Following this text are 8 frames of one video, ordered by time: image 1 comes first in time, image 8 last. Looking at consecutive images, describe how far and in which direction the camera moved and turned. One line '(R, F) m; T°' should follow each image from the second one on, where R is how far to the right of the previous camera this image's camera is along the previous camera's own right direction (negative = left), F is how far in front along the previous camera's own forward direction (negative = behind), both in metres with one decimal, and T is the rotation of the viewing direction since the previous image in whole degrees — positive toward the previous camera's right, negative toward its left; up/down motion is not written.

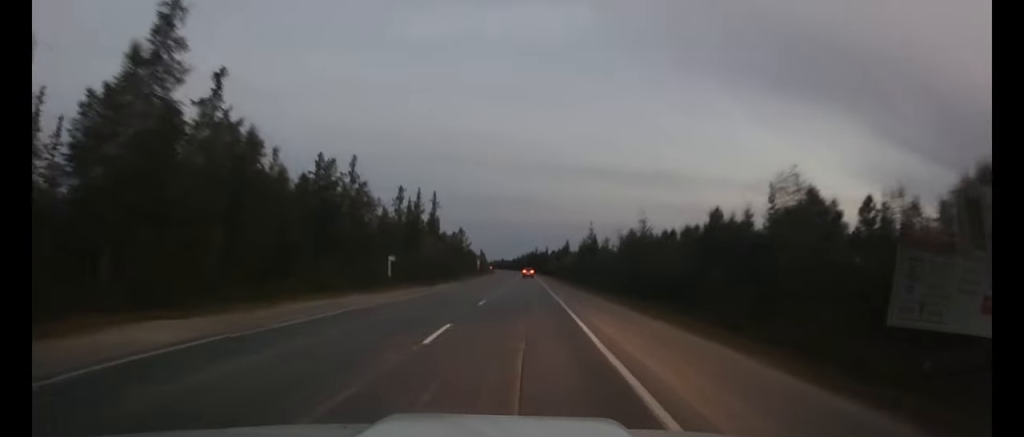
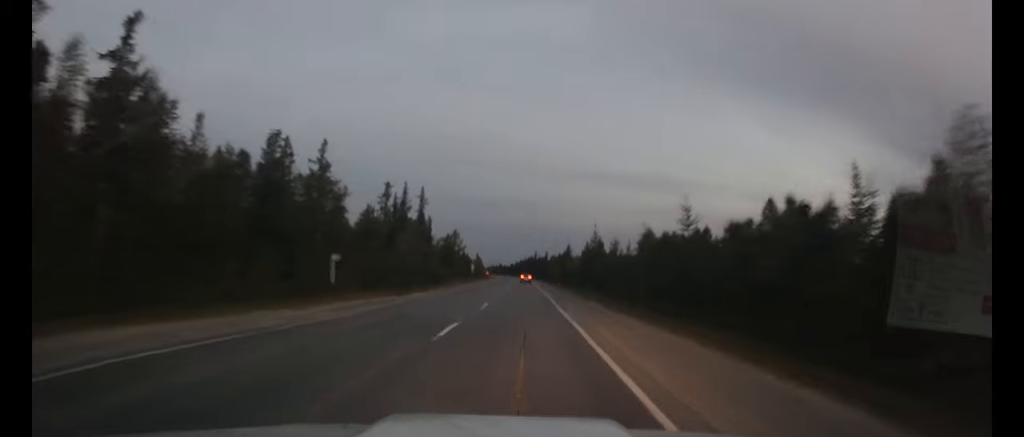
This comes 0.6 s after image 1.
(0.0, +9.9) m; 0°
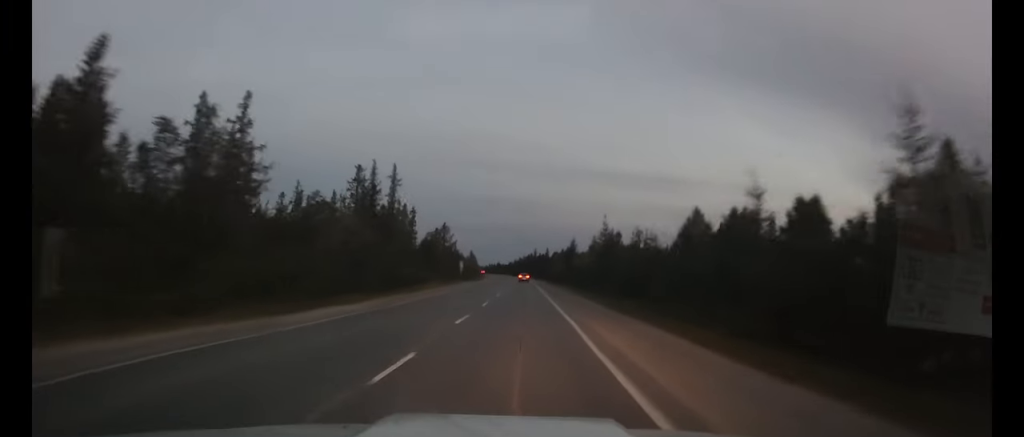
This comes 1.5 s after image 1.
(0.0, +16.4) m; 0°
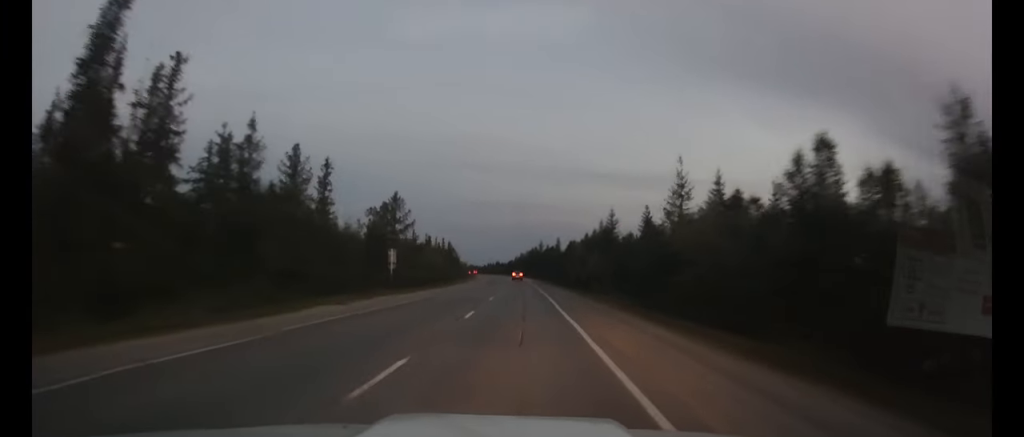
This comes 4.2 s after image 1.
(-0.1, +48.4) m; 0°
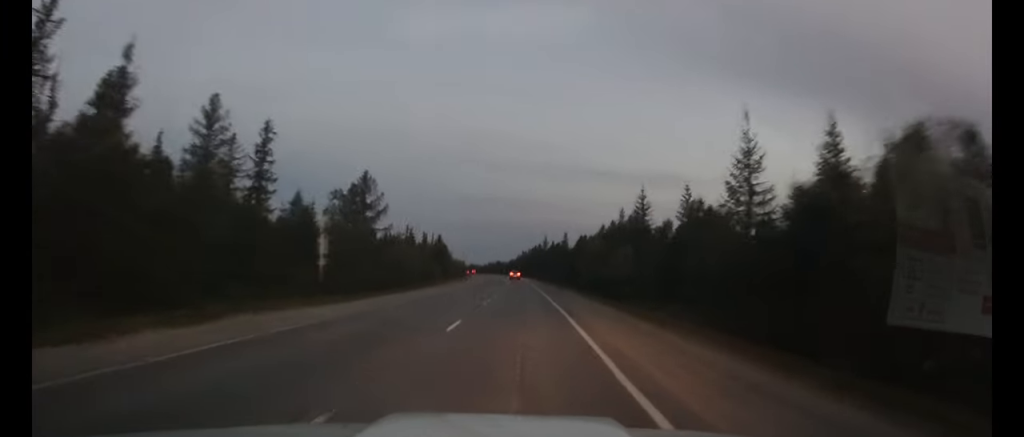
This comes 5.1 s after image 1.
(0.0, +15.8) m; 0°
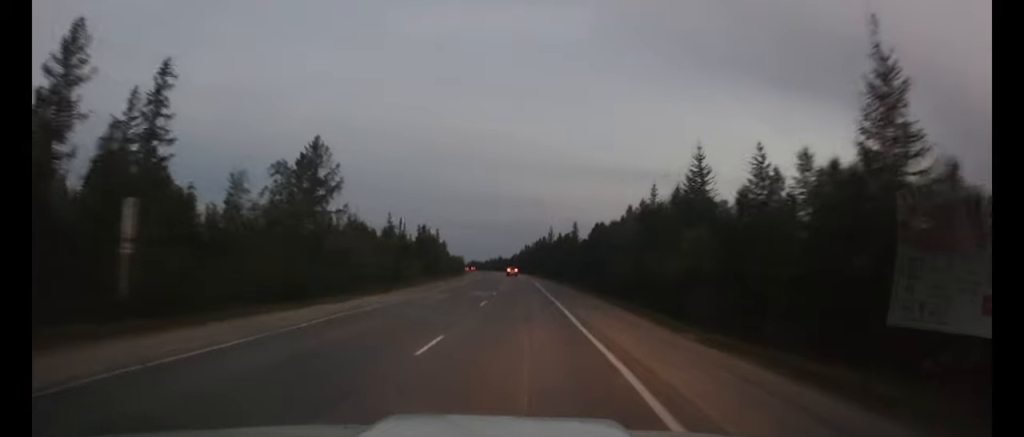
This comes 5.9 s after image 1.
(-0.1, +15.9) m; 0°
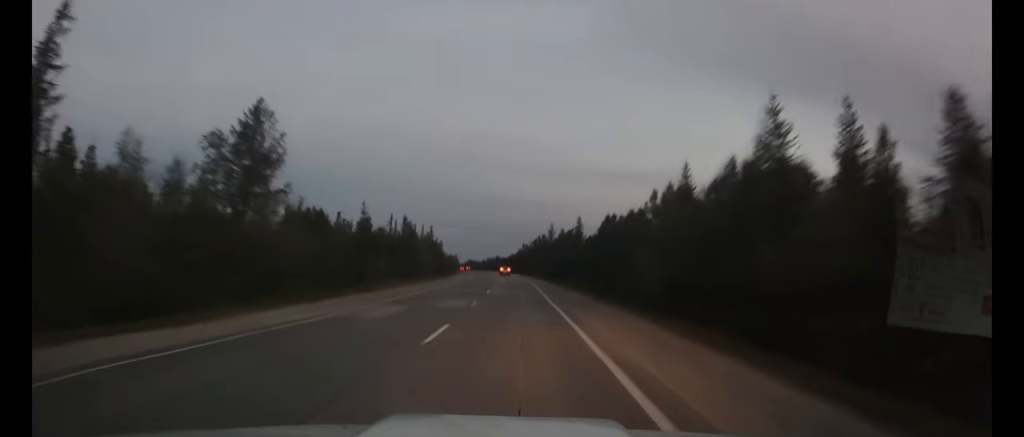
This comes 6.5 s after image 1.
(0.0, +11.0) m; 0°
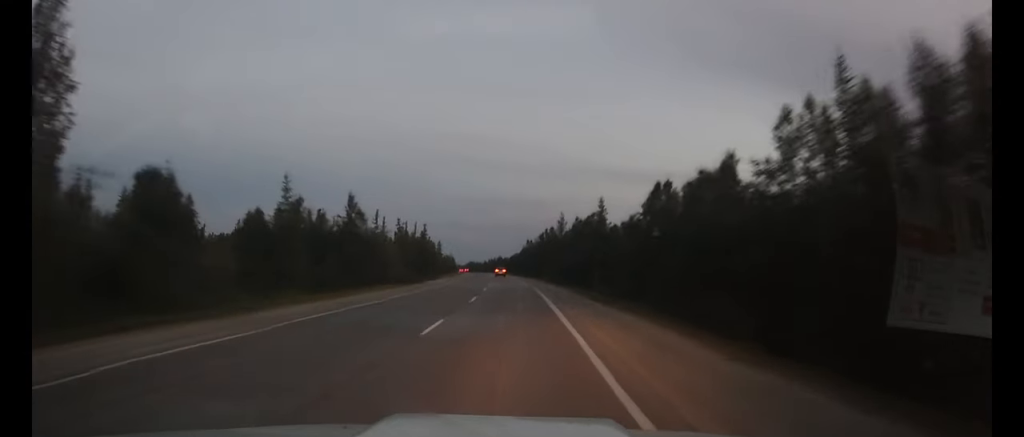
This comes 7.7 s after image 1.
(0.0, +22.0) m; 0°
